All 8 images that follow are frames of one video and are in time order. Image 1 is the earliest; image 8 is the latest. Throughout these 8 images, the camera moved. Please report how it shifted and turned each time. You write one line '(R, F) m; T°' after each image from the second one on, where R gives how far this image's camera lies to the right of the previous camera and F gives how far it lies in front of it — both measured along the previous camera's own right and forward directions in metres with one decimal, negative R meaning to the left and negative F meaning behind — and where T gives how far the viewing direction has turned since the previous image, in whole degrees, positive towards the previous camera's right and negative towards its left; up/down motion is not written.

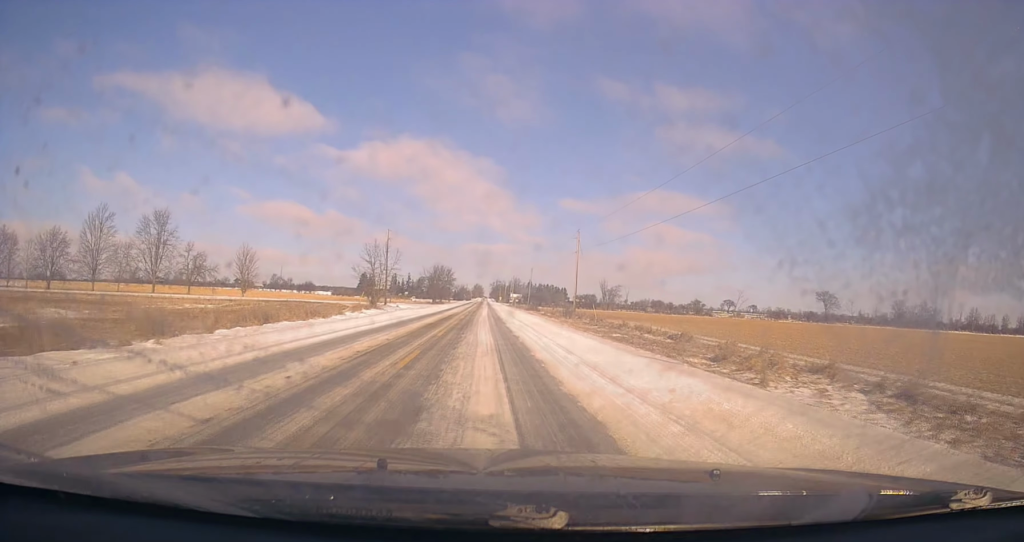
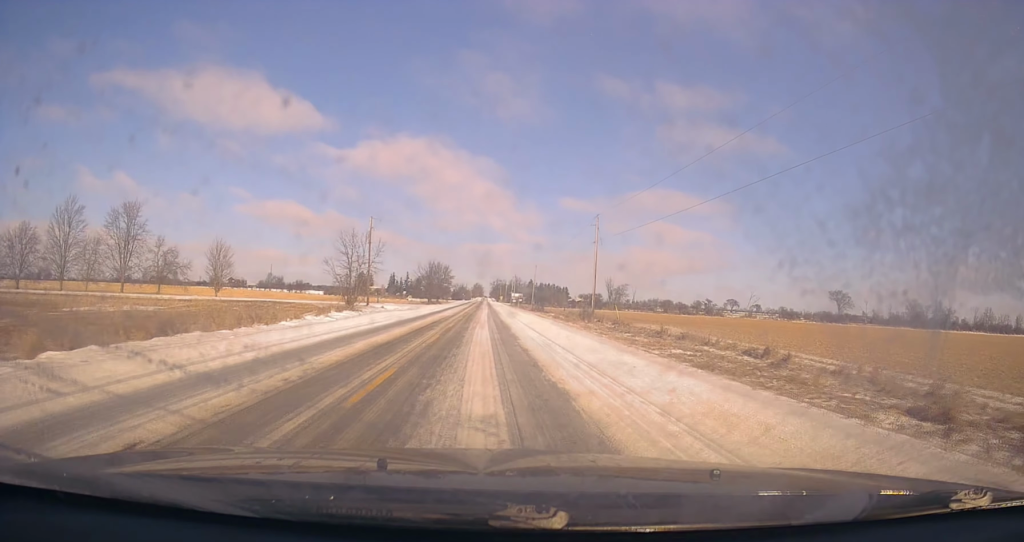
(0.0, +12.9) m; 0°
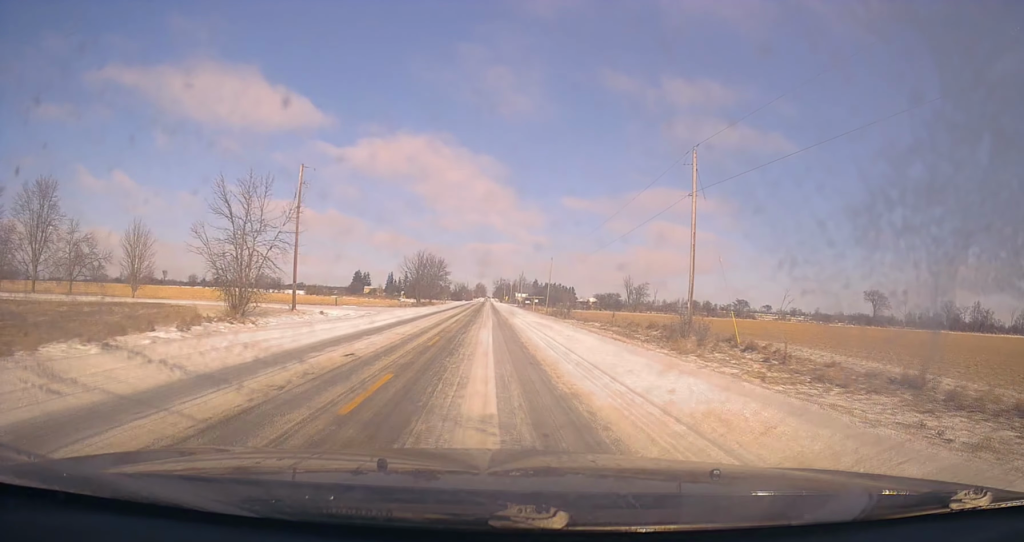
(+0.1, +28.5) m; 0°
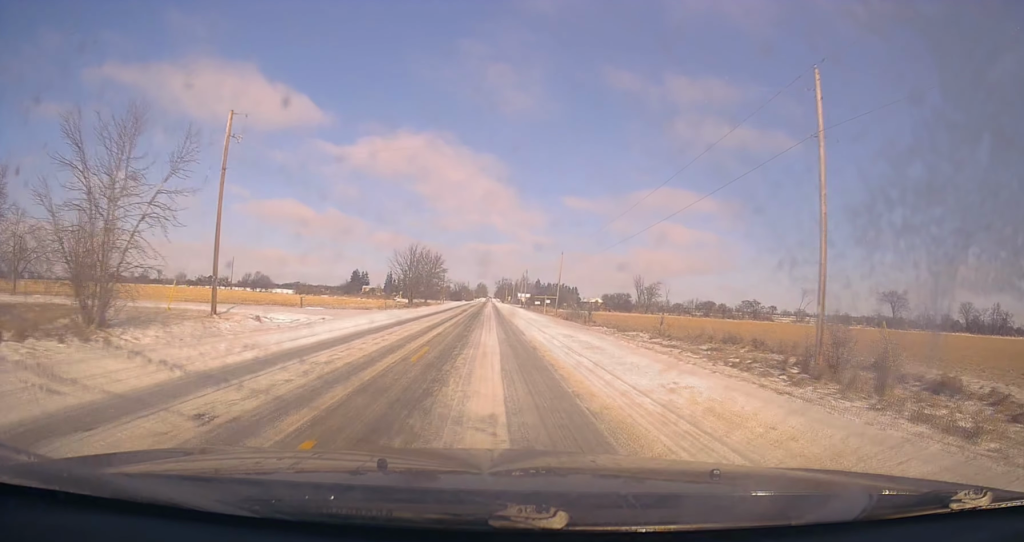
(-0.2, +12.9) m; 0°
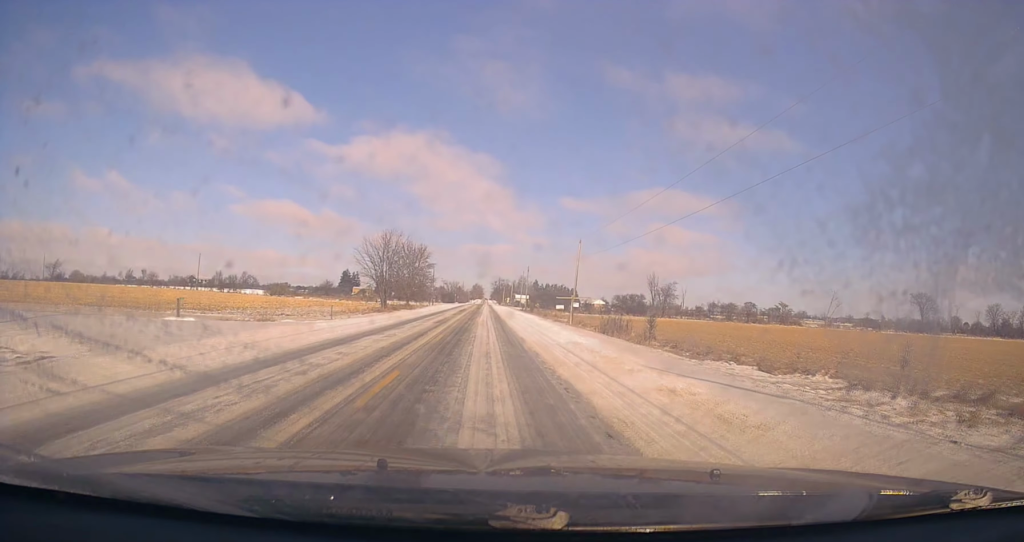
(+0.5, +23.0) m; 0°
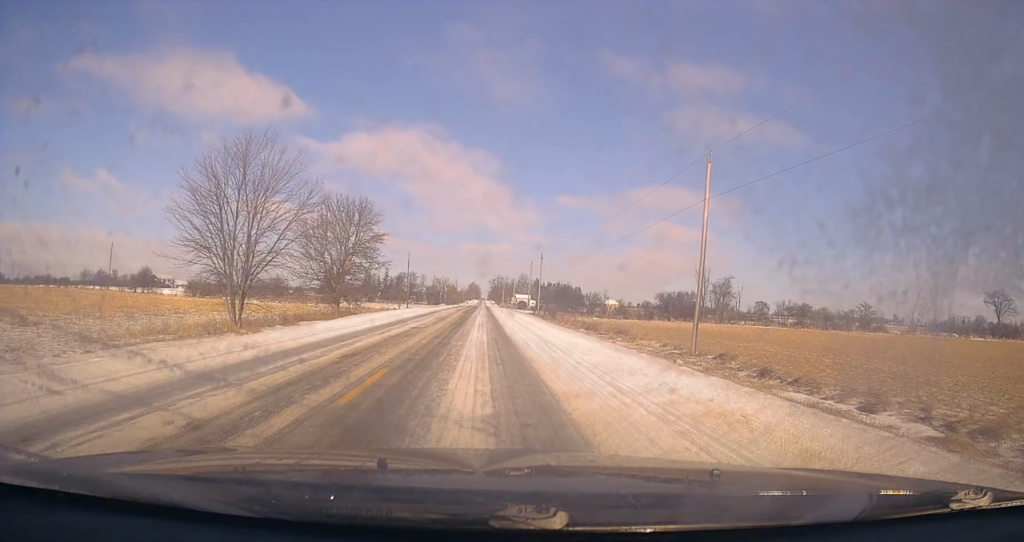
(-0.1, +46.0) m; 0°
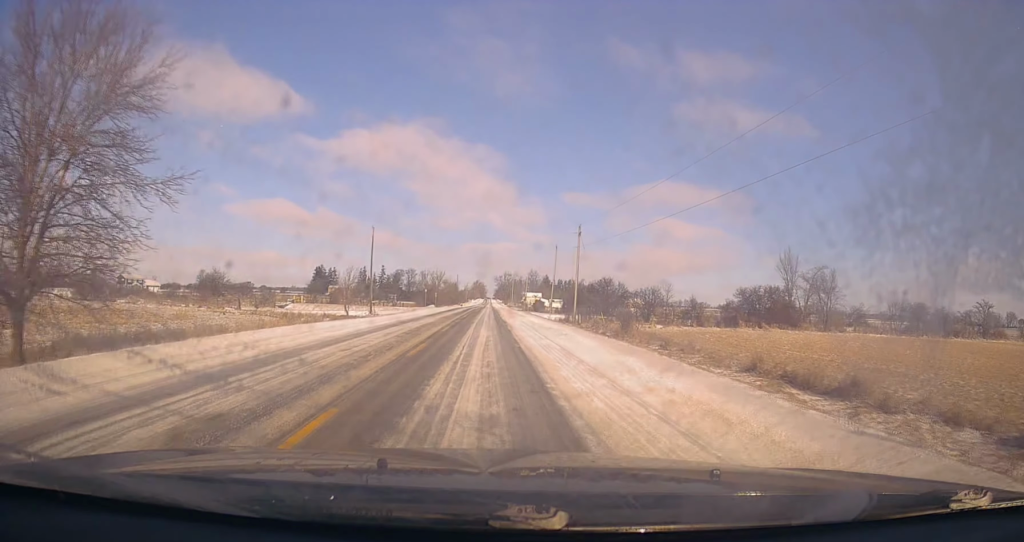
(-0.5, +40.2) m; -1°
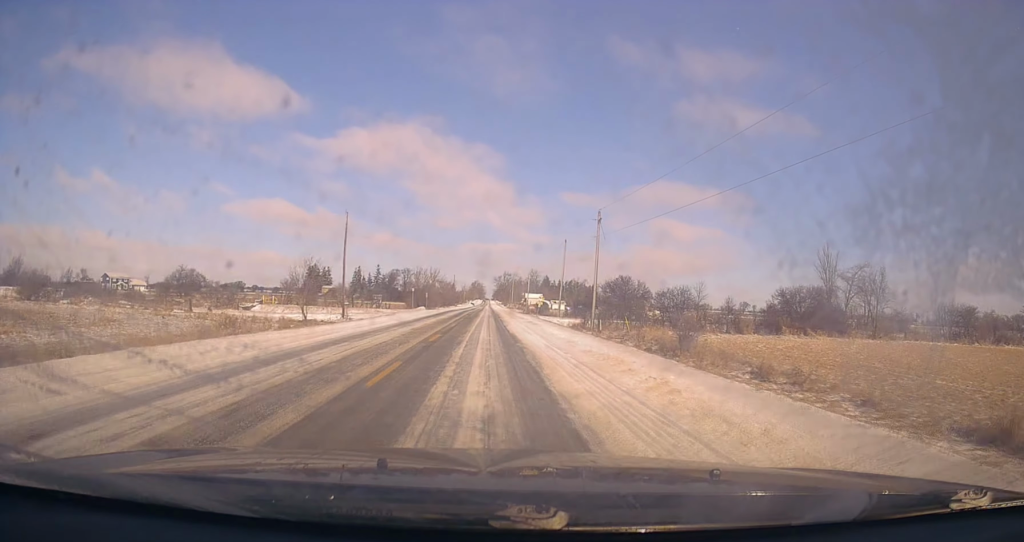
(0.0, +13.8) m; +1°
